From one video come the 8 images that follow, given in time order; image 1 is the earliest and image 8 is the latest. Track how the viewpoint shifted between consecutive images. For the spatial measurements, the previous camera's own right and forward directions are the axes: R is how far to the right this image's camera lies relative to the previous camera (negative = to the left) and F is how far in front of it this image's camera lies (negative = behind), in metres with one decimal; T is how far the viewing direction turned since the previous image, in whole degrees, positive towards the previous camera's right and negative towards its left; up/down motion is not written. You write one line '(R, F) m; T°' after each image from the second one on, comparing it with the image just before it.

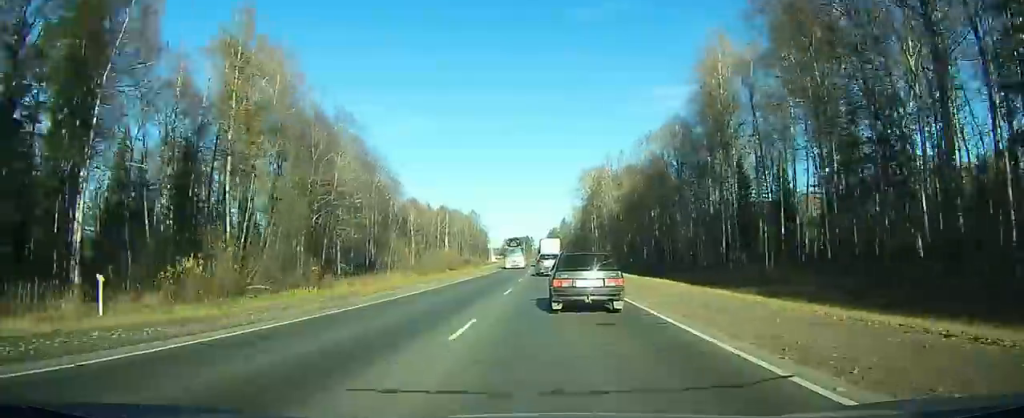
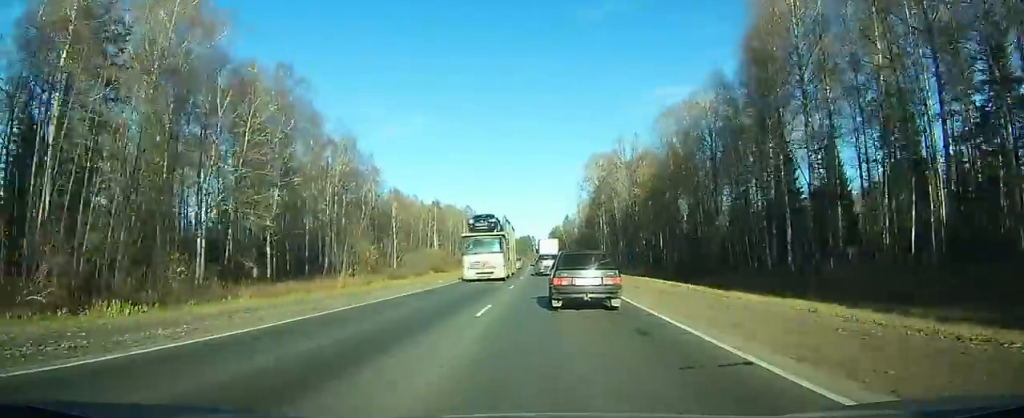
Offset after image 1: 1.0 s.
(-0.1, +20.6) m; -1°
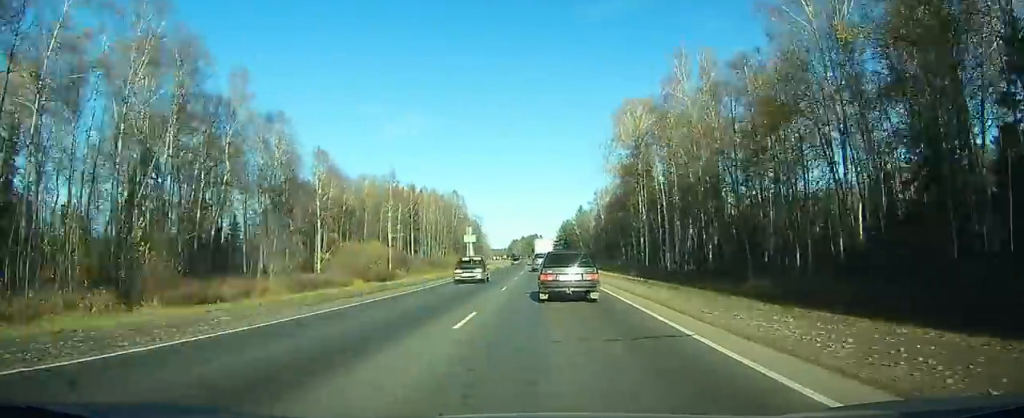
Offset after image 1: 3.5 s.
(-0.5, +50.1) m; -1°
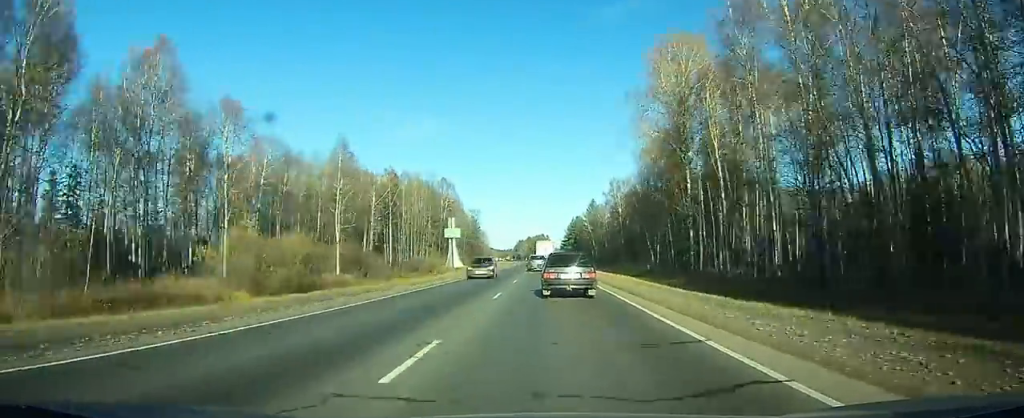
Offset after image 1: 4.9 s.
(0.0, +28.3) m; -1°
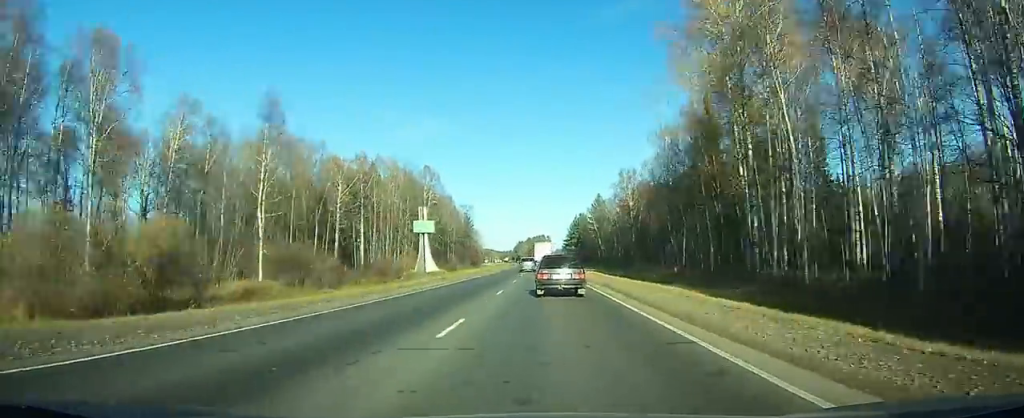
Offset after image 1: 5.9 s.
(-0.3, +20.3) m; 0°
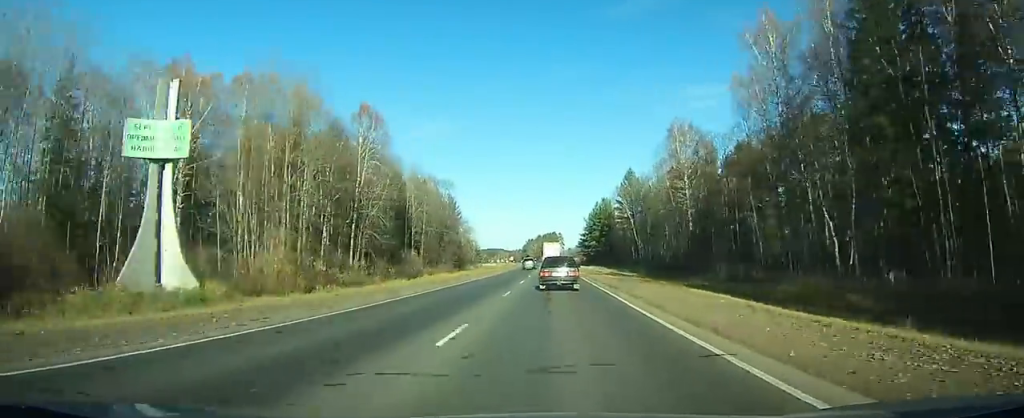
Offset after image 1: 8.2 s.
(-0.1, +48.0) m; 0°
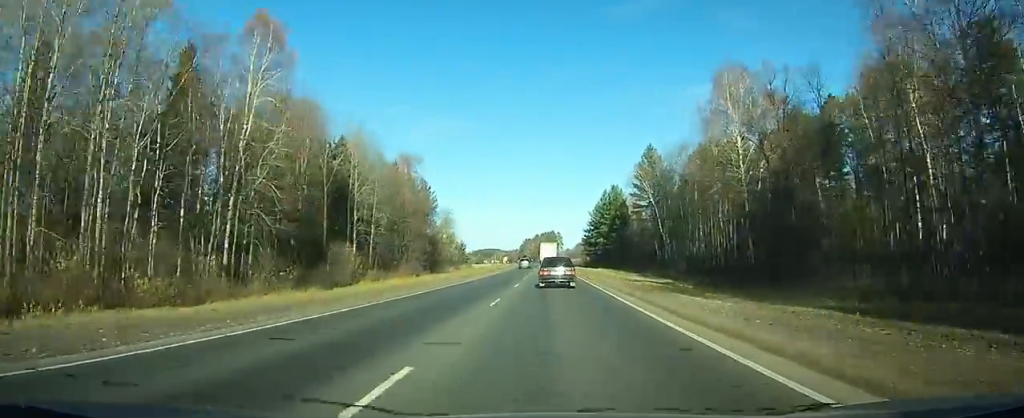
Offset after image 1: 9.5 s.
(-0.1, +28.3) m; -1°
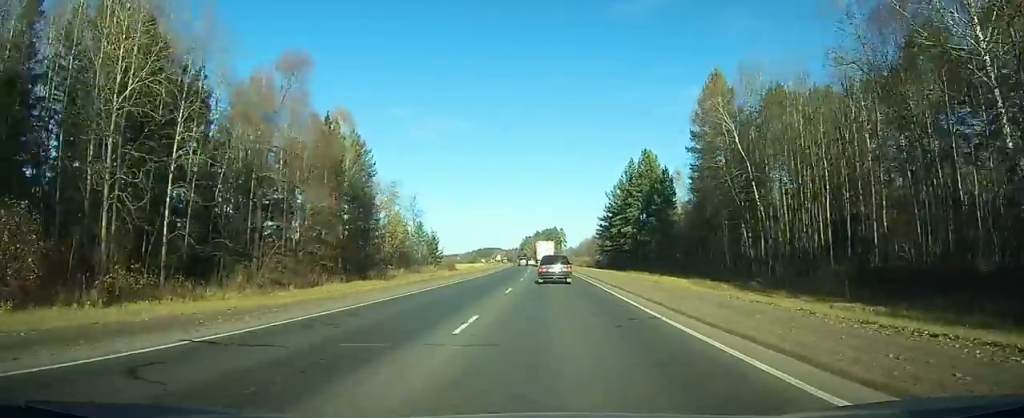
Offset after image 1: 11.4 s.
(-0.4, +41.0) m; -1°
